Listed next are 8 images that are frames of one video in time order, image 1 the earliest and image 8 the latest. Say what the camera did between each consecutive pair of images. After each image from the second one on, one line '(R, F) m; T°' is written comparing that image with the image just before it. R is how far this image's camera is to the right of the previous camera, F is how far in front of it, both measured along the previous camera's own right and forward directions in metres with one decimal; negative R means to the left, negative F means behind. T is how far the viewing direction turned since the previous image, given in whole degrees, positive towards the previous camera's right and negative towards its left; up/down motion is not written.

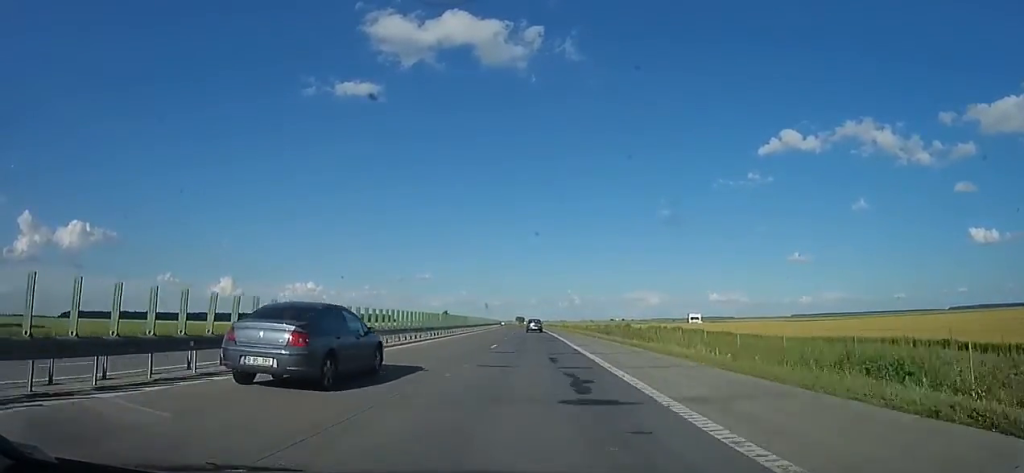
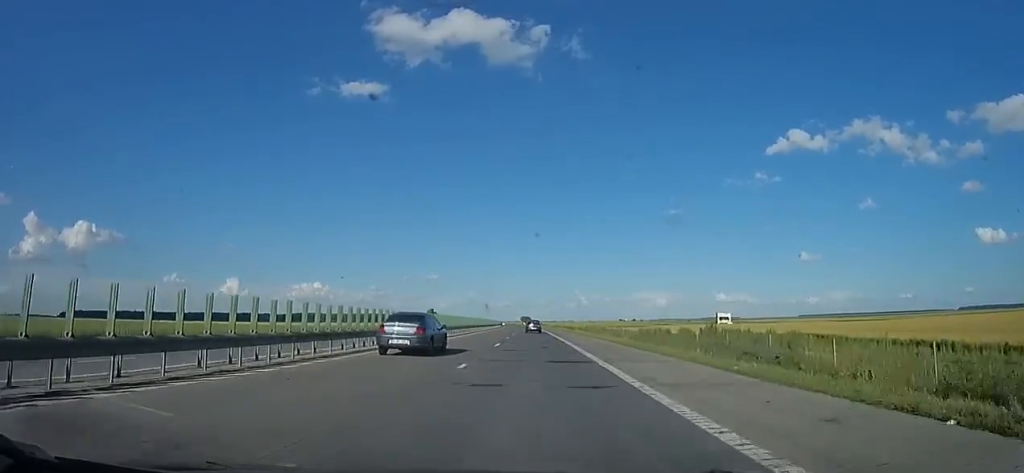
(0.0, +34.1) m; -1°
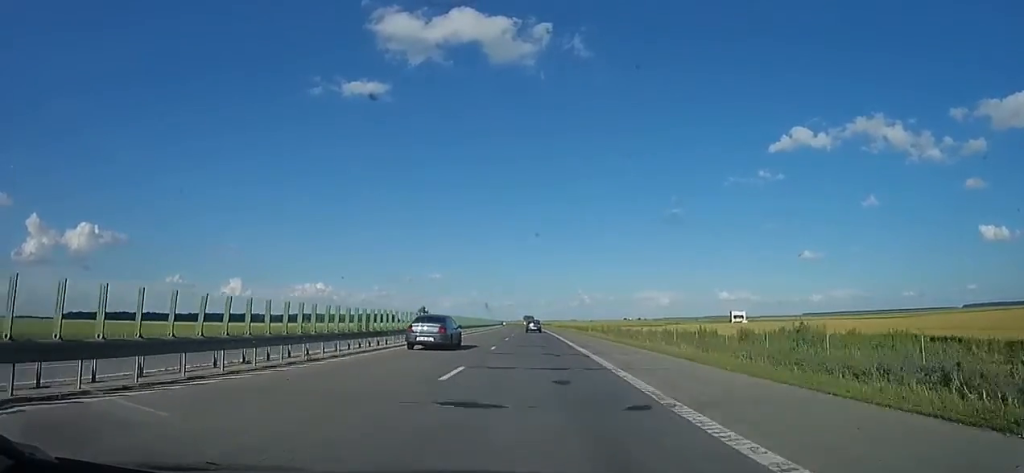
(+0.3, +14.3) m; -1°
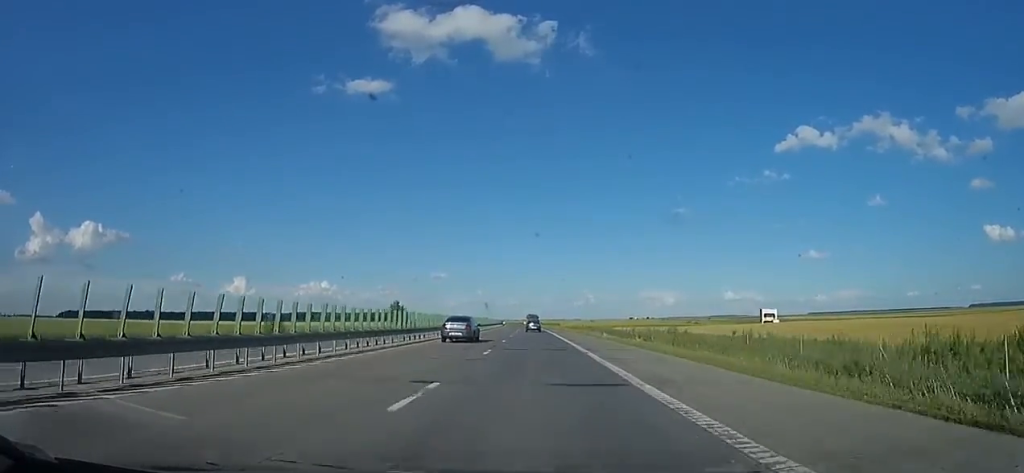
(-1.2, +27.4) m; 0°
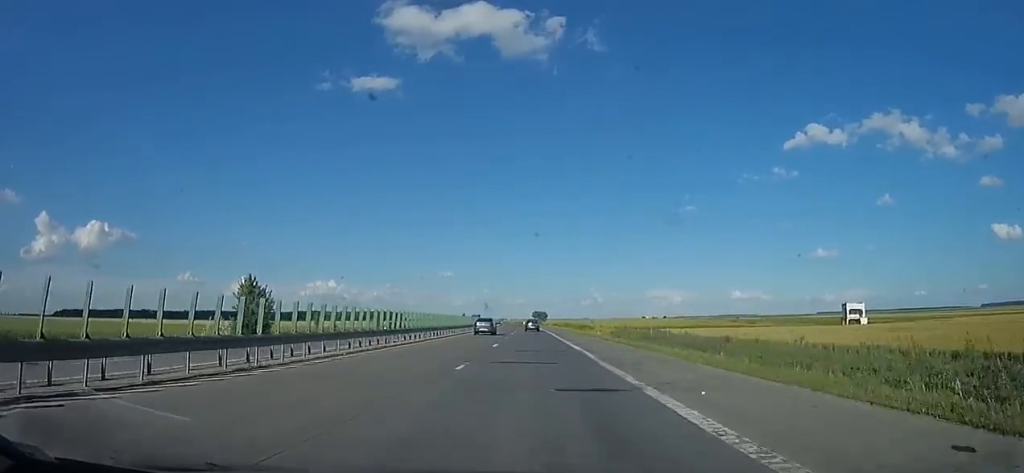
(+0.6, +54.8) m; 0°
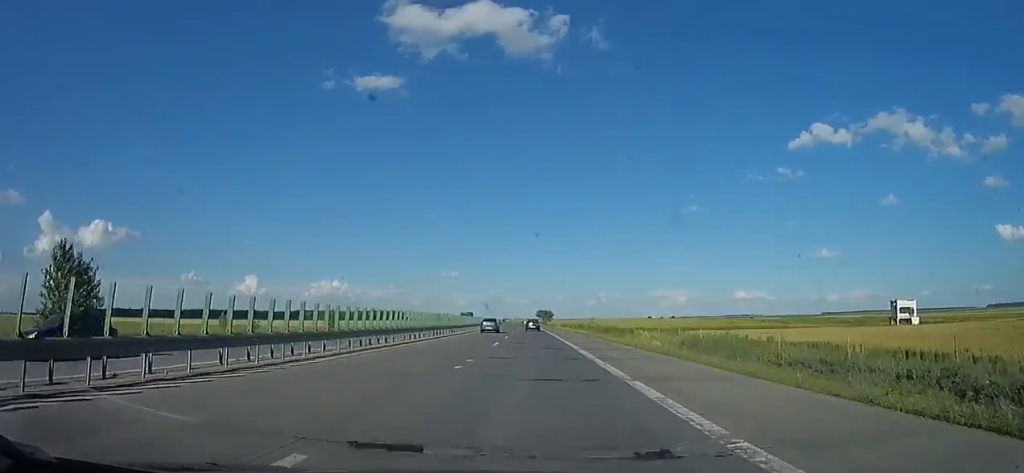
(-0.8, +22.5) m; 0°
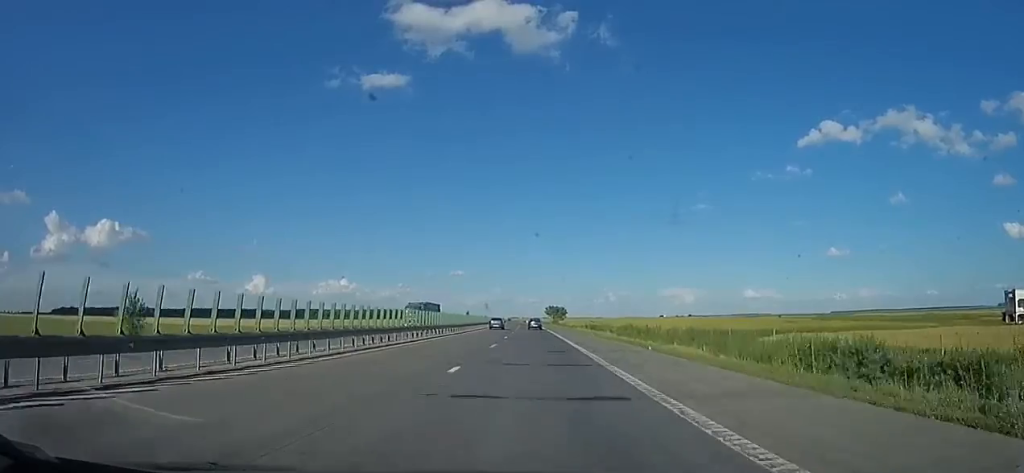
(+0.9, +38.7) m; -1°
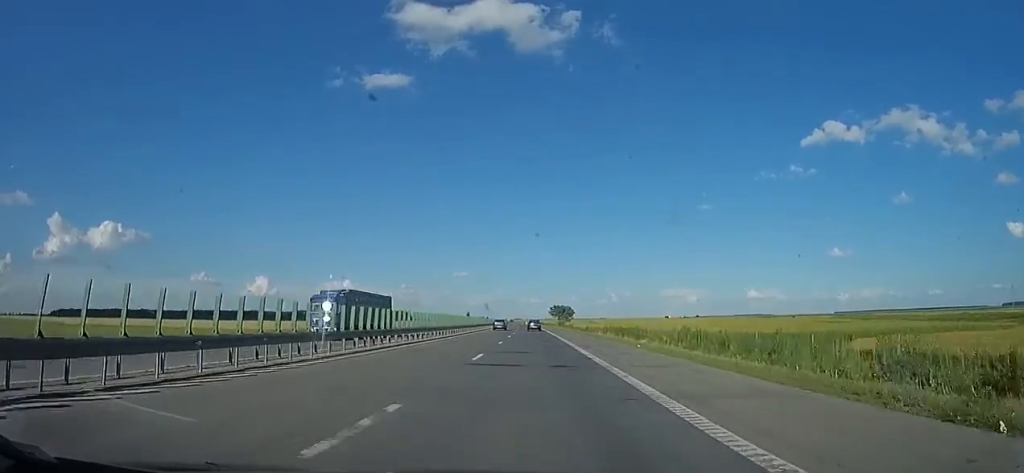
(-0.7, +17.9) m; -1°
